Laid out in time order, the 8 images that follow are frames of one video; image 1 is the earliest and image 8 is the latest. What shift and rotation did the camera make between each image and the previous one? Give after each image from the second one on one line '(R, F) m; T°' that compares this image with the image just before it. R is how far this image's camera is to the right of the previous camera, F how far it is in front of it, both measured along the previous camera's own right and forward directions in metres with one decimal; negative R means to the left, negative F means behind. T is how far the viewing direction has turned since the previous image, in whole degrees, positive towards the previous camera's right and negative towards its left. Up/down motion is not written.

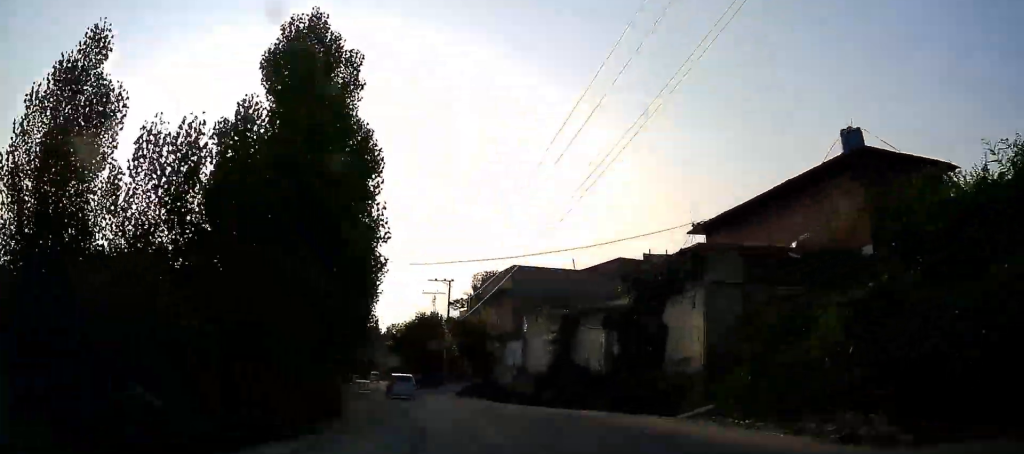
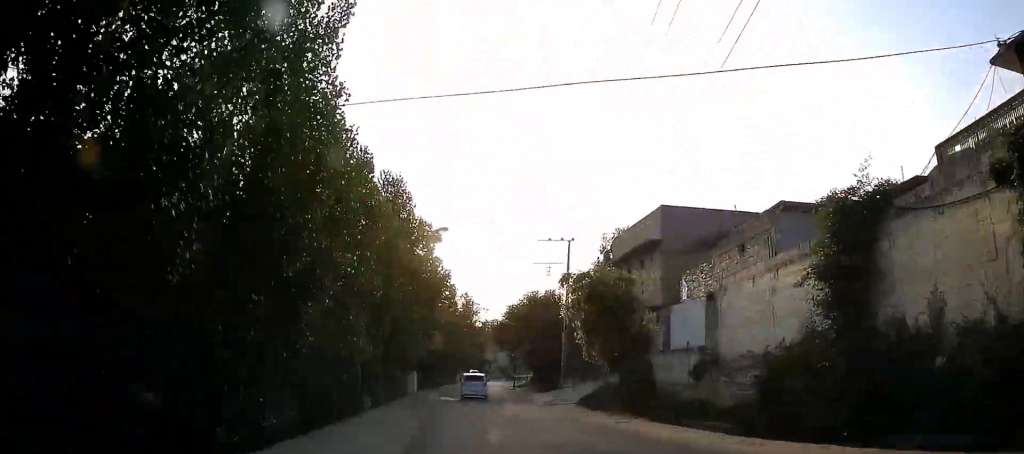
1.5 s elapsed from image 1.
(-1.0, +15.9) m; -8°
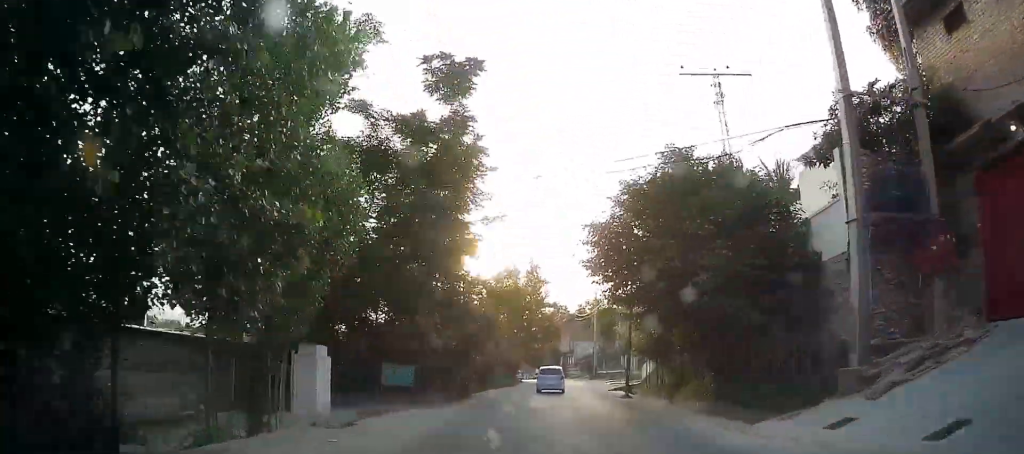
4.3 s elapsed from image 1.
(-3.3, +29.2) m; -9°
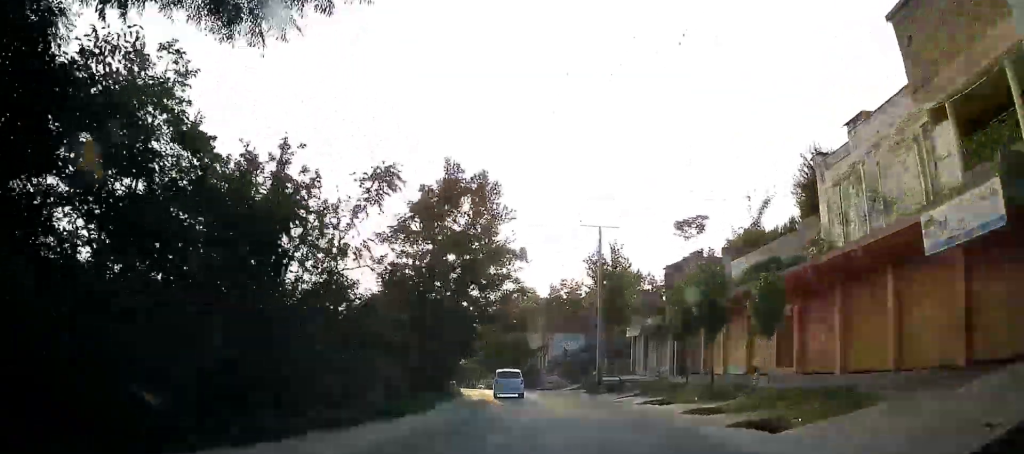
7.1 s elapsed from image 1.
(-0.7, +29.9) m; 0°
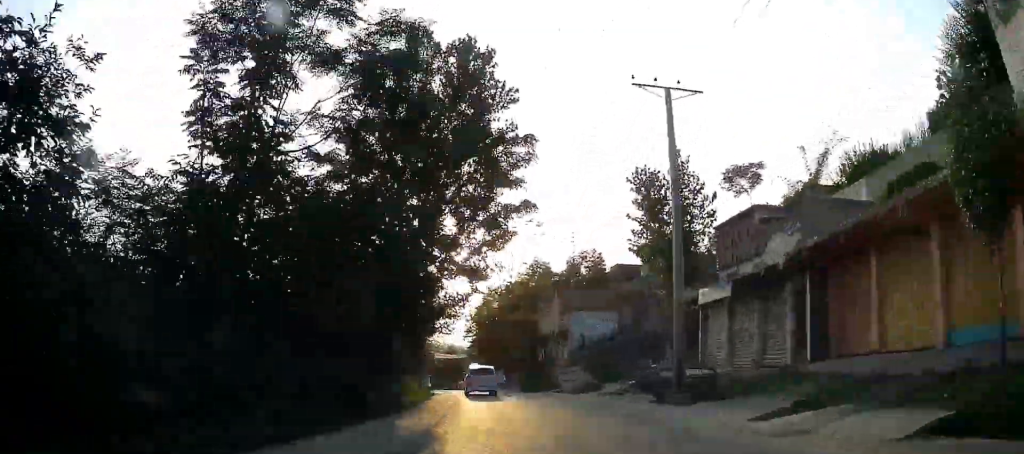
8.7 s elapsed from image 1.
(+0.1, +16.5) m; 0°
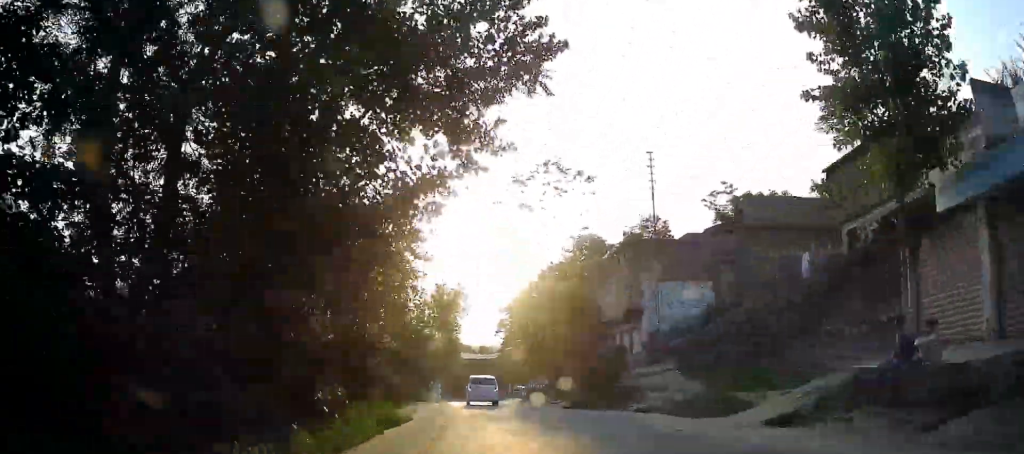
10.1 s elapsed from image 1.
(-0.1, +15.0) m; -2°
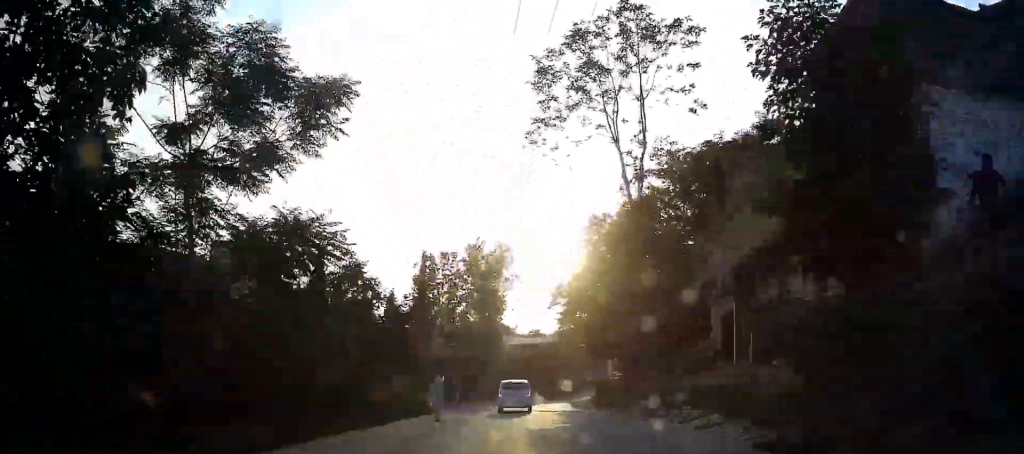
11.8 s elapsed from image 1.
(-0.4, +18.2) m; -4°
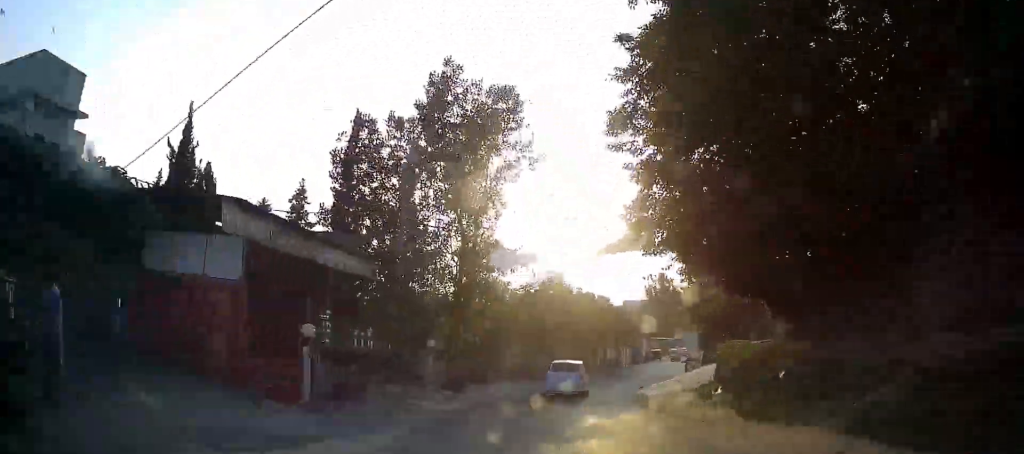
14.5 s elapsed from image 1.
(-1.6, +26.8) m; -3°
